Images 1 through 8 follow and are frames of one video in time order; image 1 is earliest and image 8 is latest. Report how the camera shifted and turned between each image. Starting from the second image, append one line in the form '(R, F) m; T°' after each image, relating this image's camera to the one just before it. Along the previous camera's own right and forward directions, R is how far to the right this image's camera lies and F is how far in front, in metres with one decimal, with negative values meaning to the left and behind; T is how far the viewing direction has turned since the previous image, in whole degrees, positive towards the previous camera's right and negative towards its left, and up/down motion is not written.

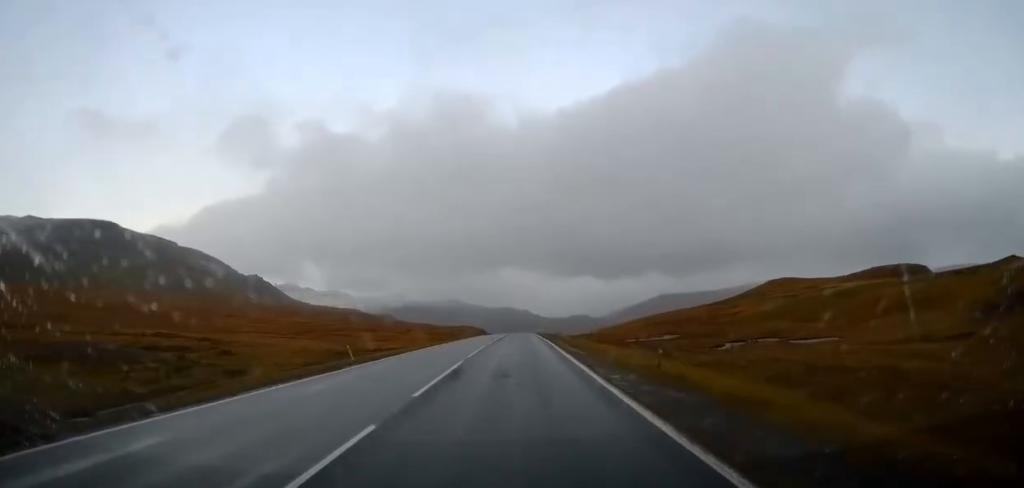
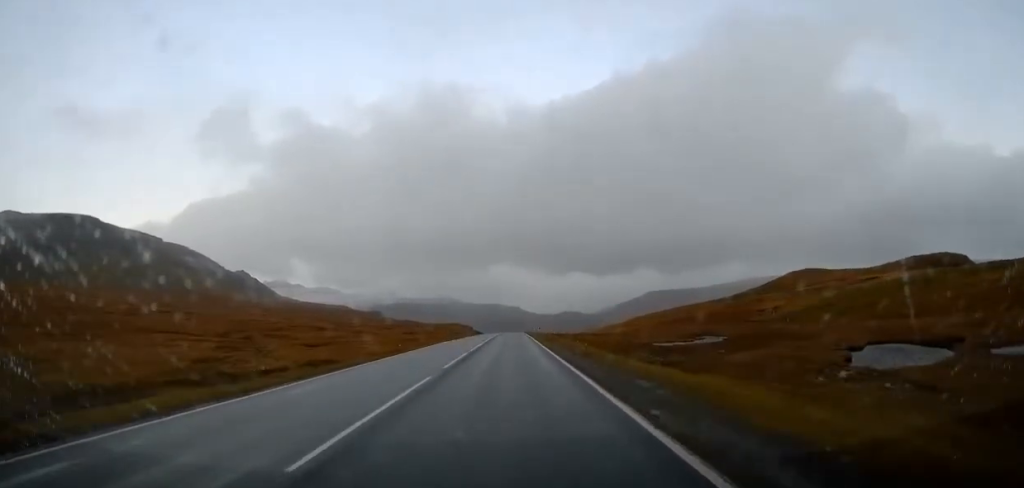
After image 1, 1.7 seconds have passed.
(-0.2, +28.7) m; 0°
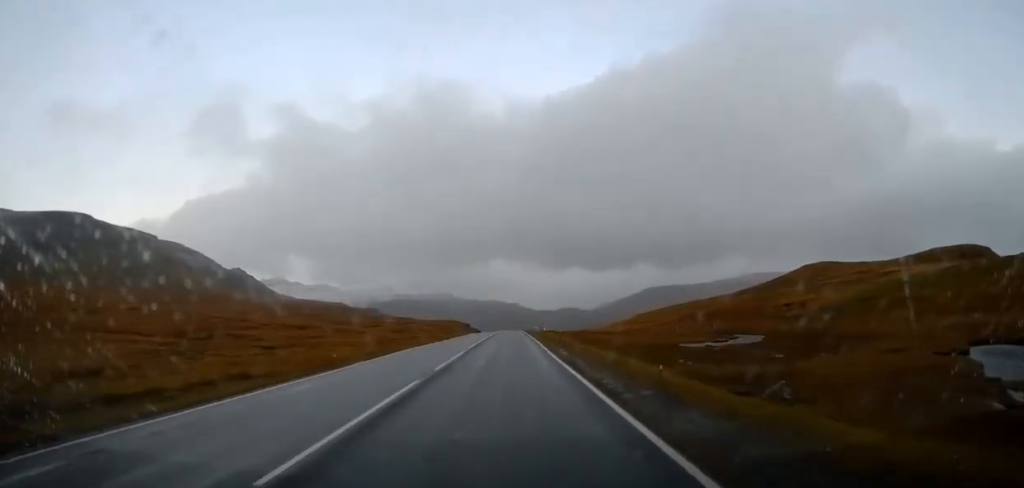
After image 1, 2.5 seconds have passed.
(+0.1, +13.0) m; +1°
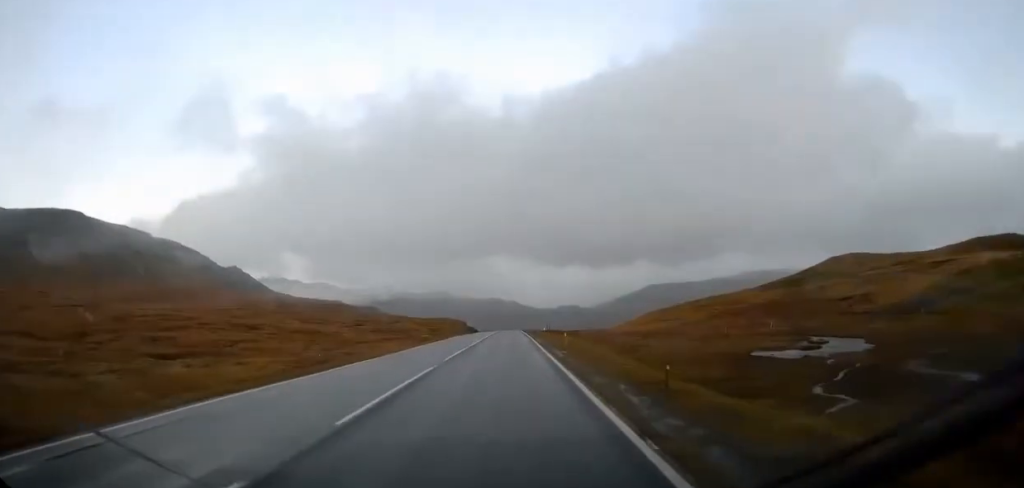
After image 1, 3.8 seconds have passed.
(+0.1, +20.9) m; +1°
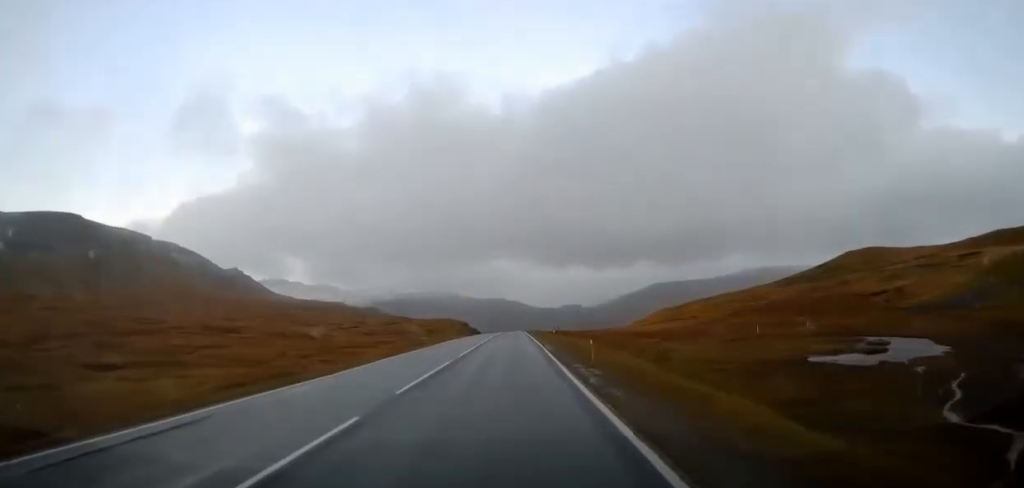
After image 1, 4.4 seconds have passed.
(+0.1, +8.5) m; 0°
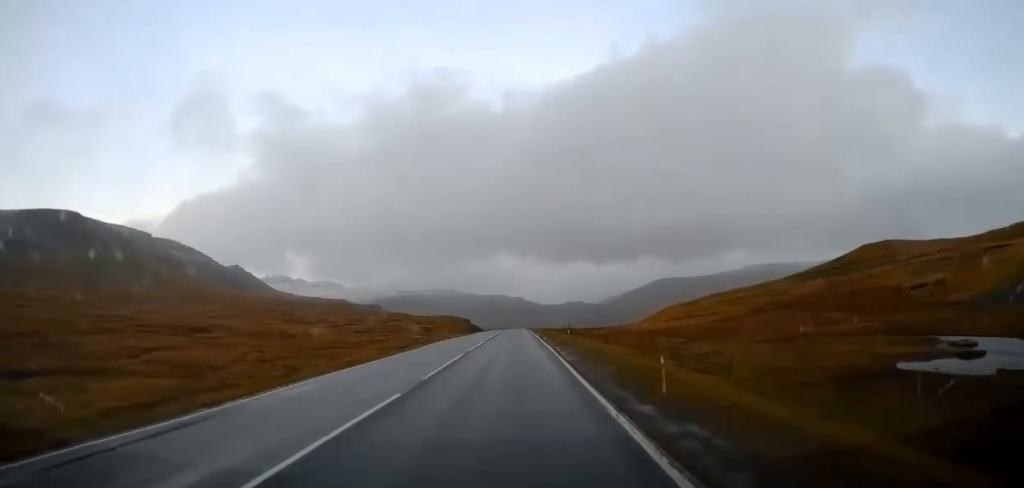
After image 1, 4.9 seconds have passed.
(-0.1, +9.0) m; 0°
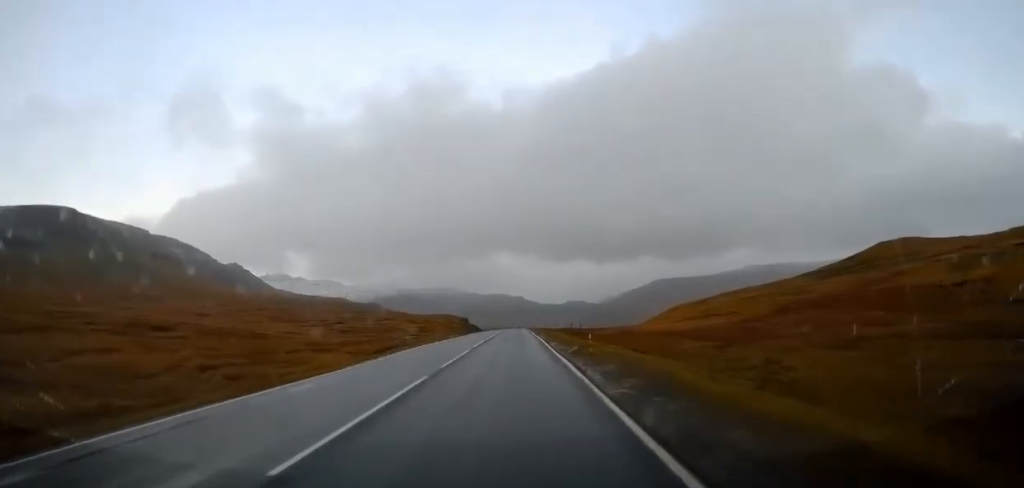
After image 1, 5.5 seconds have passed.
(-0.1, +9.0) m; 0°
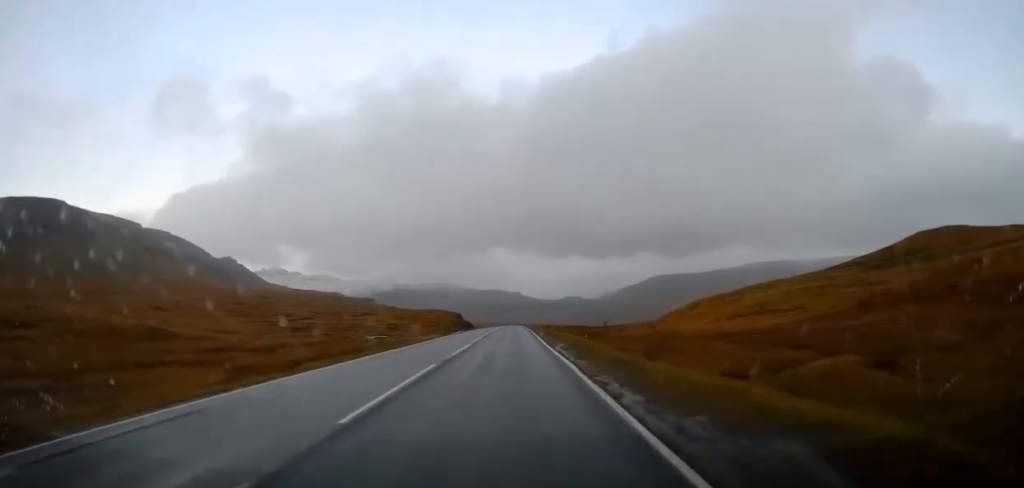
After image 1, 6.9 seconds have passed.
(-0.1, +21.5) m; -1°
